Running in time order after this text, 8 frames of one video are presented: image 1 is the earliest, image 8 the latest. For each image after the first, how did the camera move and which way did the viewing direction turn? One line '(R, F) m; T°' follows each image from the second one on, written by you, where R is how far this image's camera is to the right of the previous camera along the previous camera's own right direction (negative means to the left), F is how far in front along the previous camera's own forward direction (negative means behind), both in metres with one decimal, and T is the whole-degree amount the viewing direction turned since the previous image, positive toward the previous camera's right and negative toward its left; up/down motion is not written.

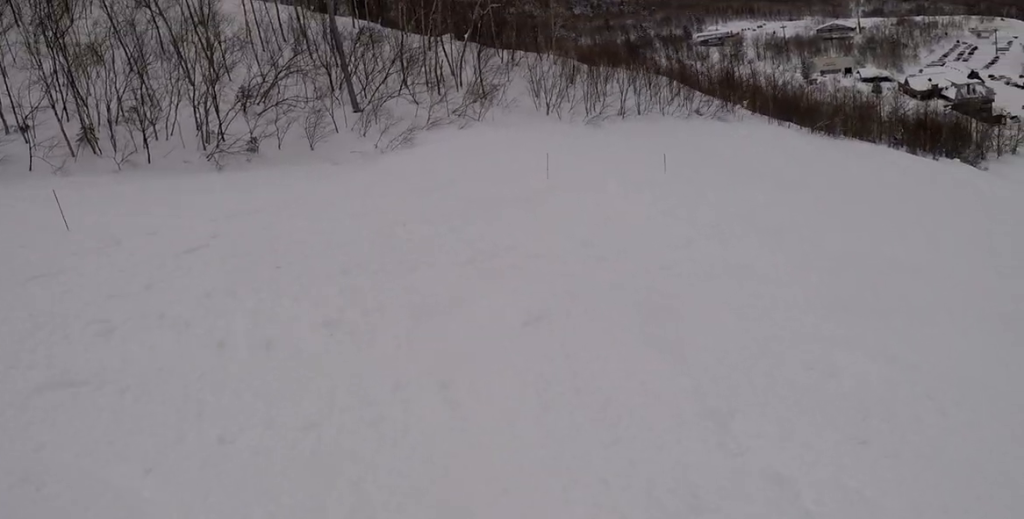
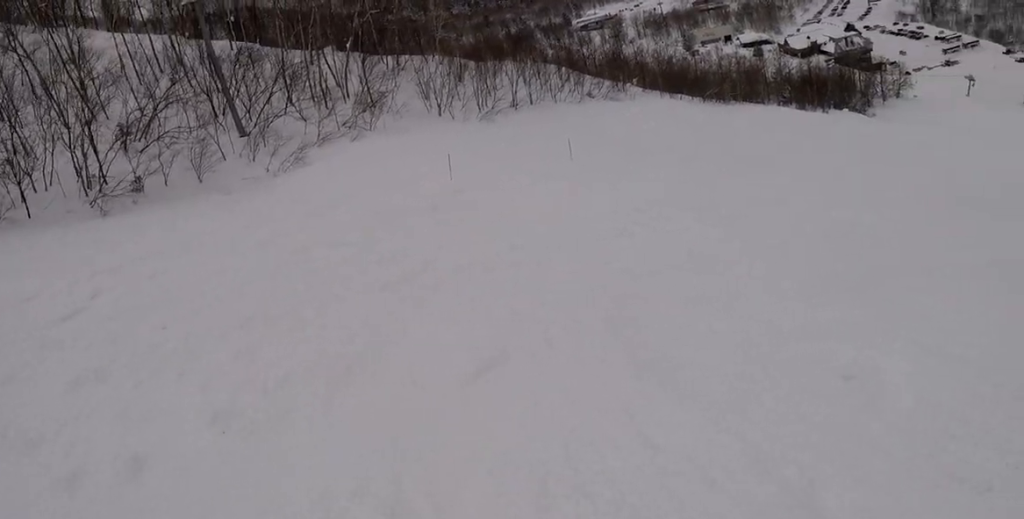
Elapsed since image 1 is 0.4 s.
(0.0, +1.8) m; +18°
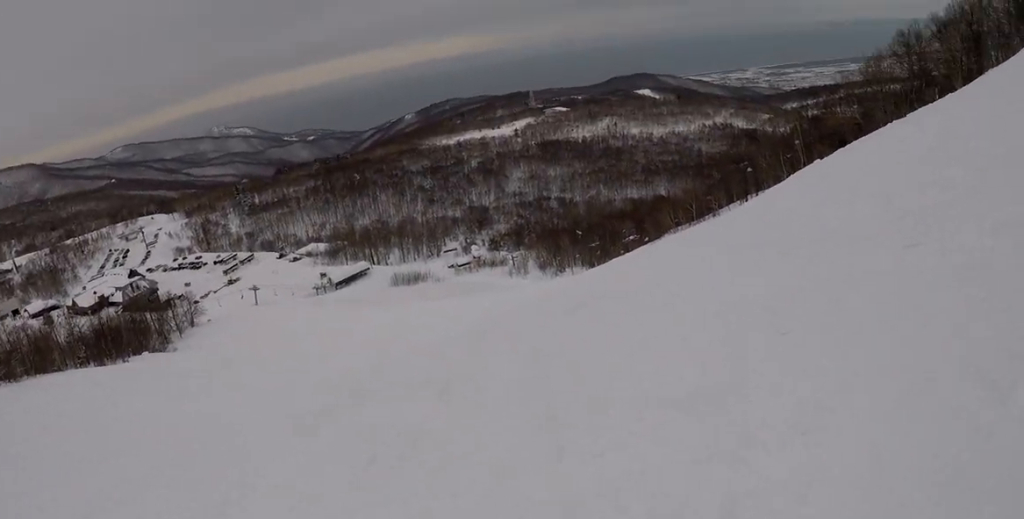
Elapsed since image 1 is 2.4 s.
(+5.6, +6.6) m; +70°
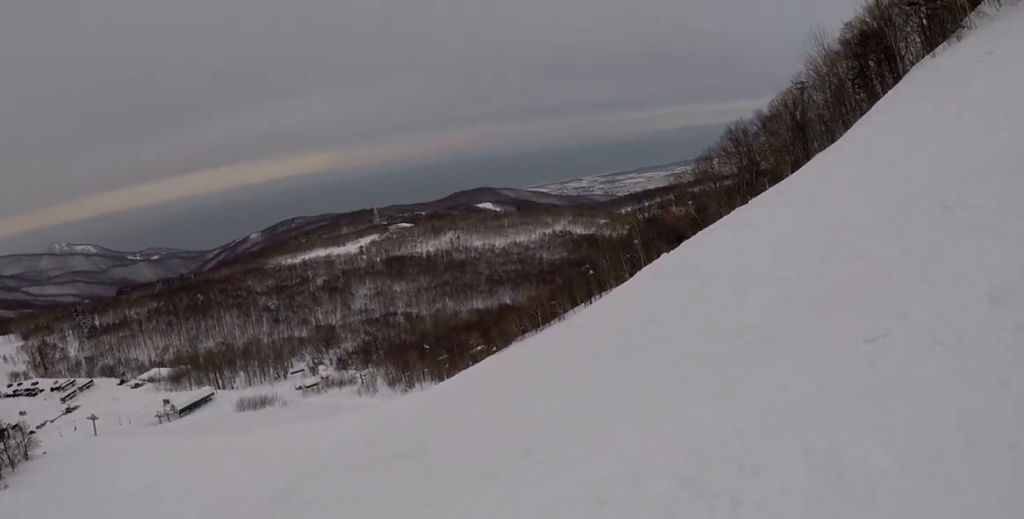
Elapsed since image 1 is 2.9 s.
(+0.4, +2.6) m; +8°
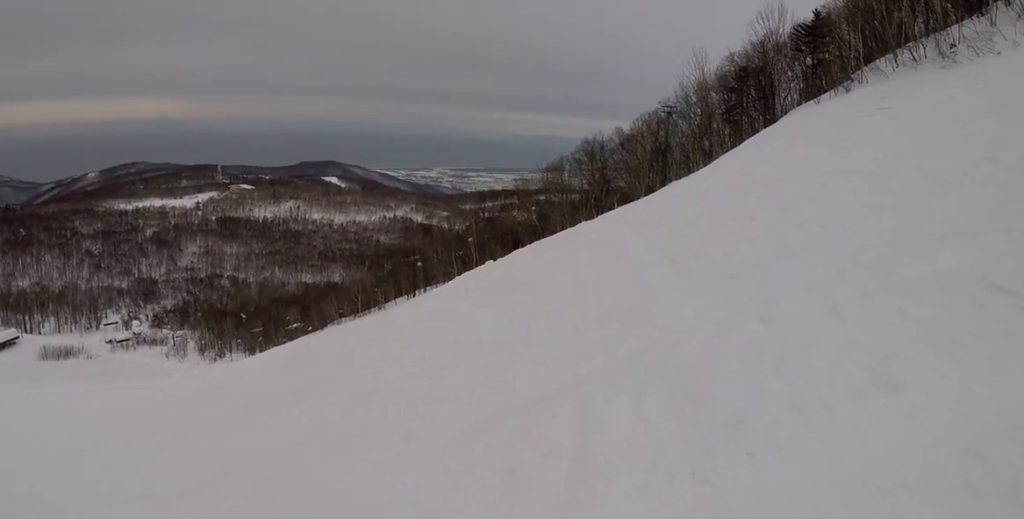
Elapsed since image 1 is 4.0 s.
(+0.8, +5.3) m; +1°
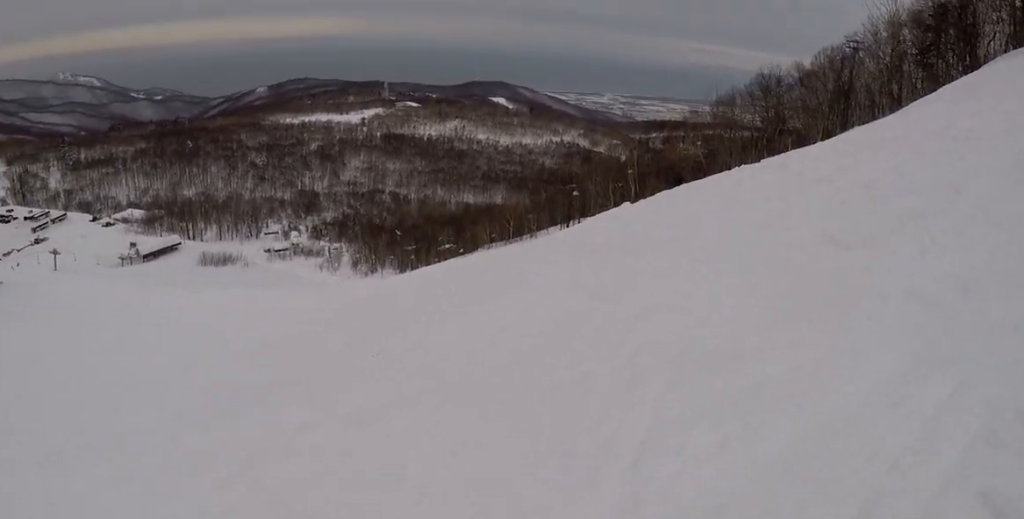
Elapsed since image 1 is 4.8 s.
(-0.4, +3.8) m; -25°
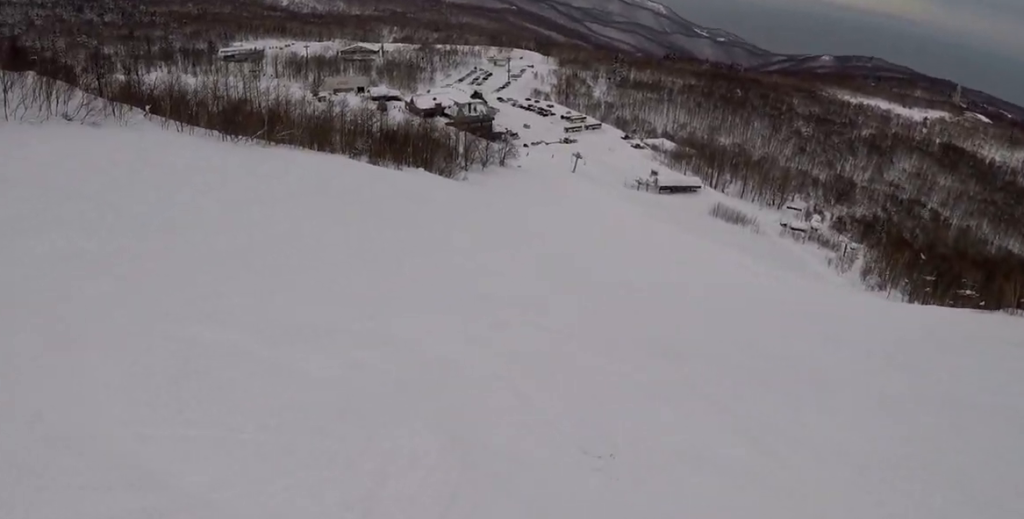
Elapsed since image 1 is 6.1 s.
(-2.3, +4.2) m; -57°
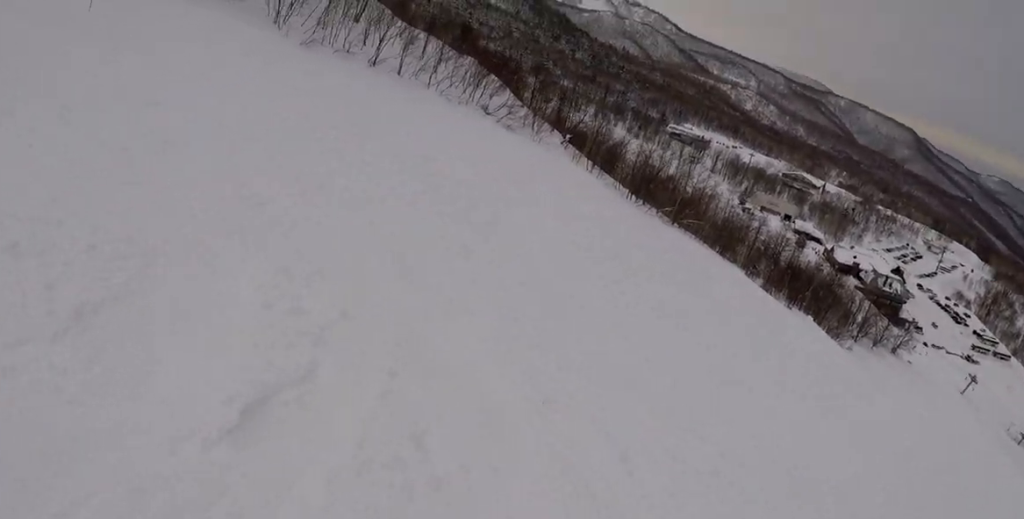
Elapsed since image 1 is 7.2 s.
(-1.5, +4.2) m; -41°
